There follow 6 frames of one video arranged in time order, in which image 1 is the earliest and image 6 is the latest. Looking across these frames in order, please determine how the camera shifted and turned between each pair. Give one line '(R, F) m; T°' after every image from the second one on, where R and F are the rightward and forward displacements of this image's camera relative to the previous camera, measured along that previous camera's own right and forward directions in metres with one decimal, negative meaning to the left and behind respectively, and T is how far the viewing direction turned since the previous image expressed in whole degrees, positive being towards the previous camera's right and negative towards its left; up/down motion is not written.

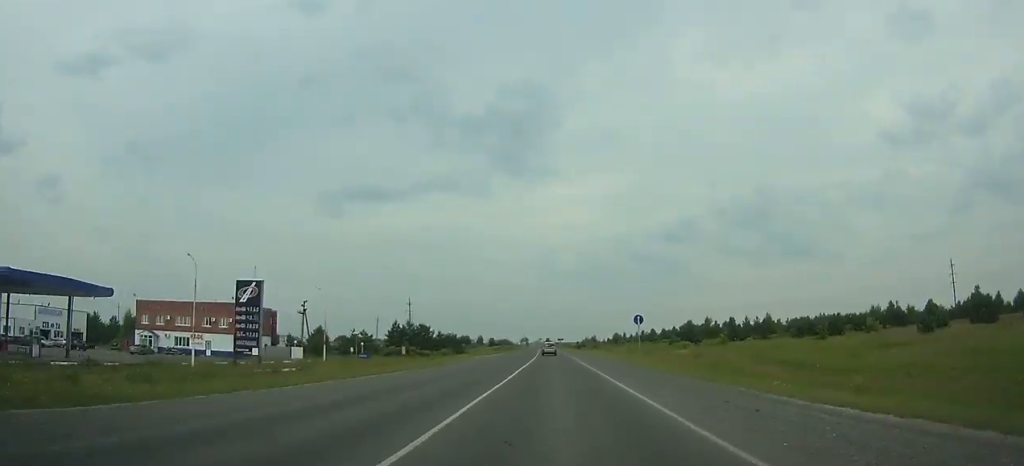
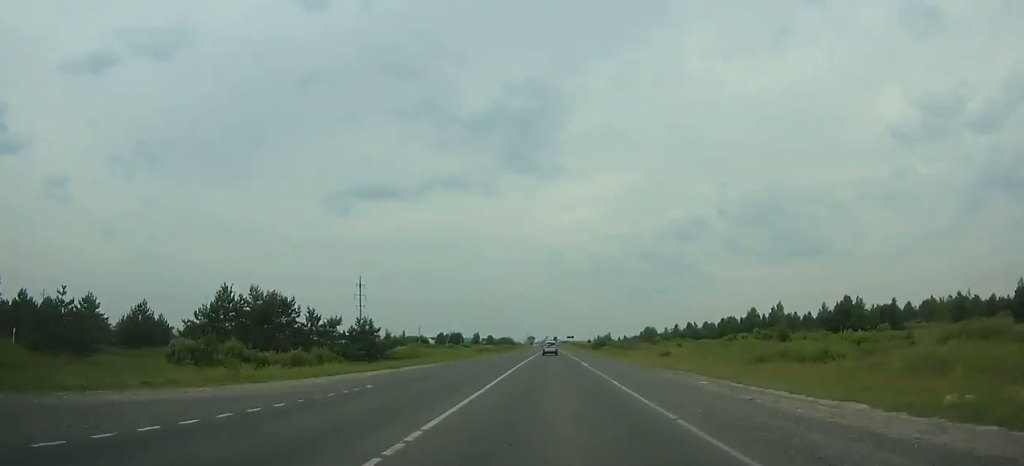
(-0.3, +65.8) m; 0°
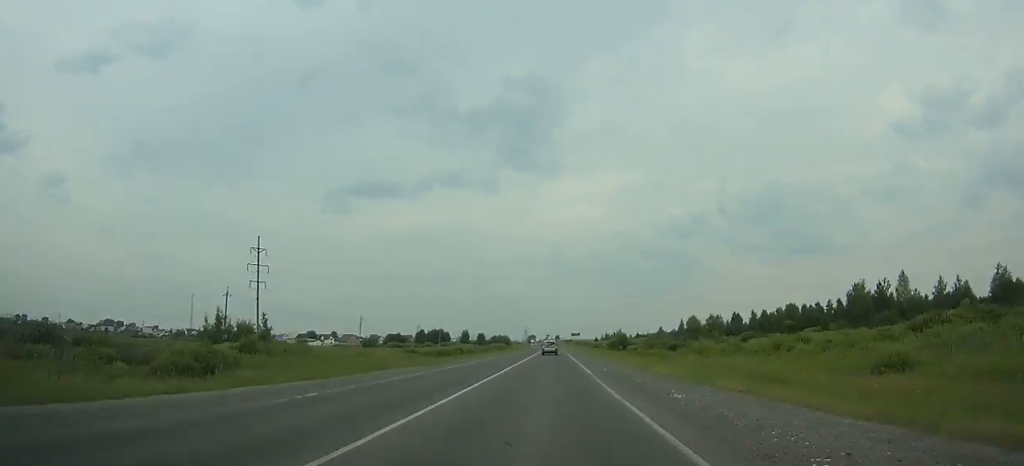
(-0.1, +59.9) m; 0°
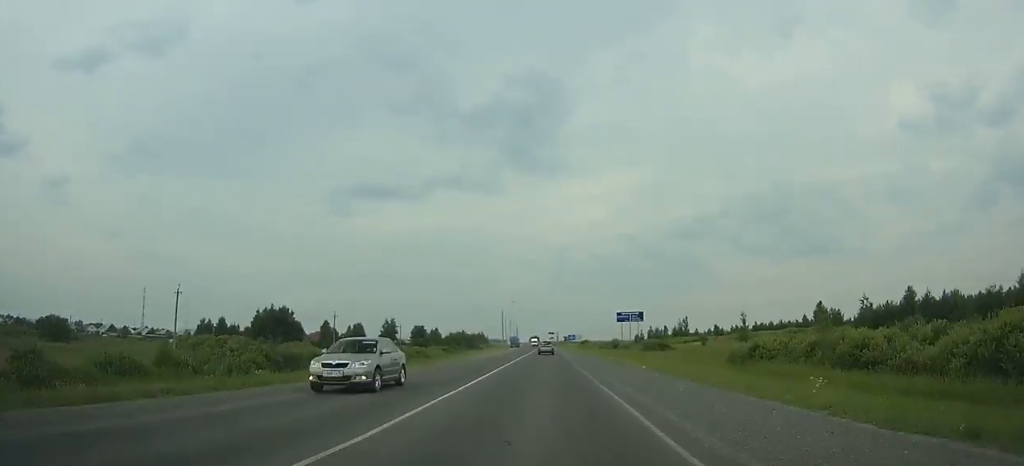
(-1.0, +181.3) m; -1°
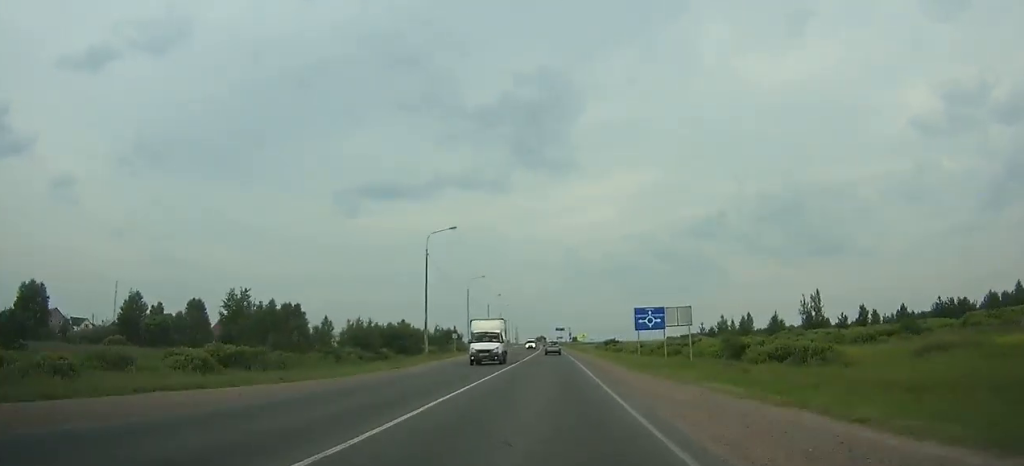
(-0.7, +96.0) m; -1°
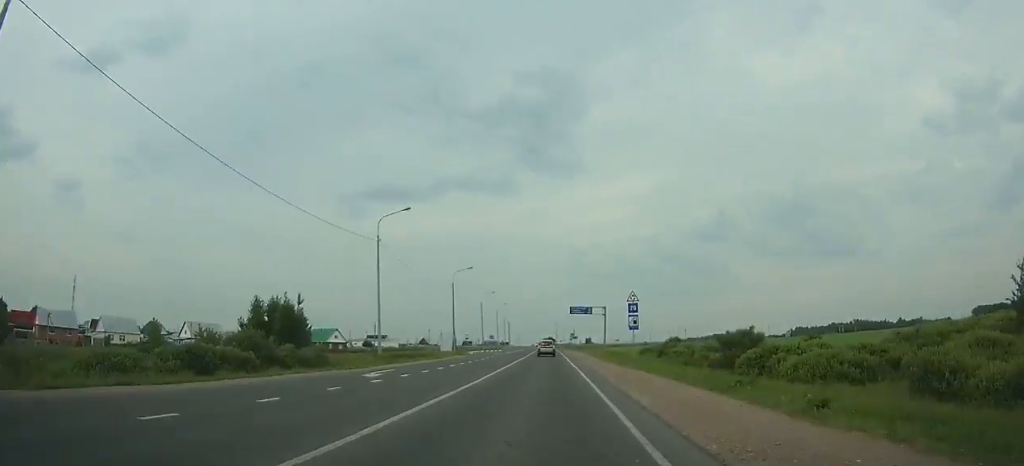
(-1.1, +117.5) m; -1°
